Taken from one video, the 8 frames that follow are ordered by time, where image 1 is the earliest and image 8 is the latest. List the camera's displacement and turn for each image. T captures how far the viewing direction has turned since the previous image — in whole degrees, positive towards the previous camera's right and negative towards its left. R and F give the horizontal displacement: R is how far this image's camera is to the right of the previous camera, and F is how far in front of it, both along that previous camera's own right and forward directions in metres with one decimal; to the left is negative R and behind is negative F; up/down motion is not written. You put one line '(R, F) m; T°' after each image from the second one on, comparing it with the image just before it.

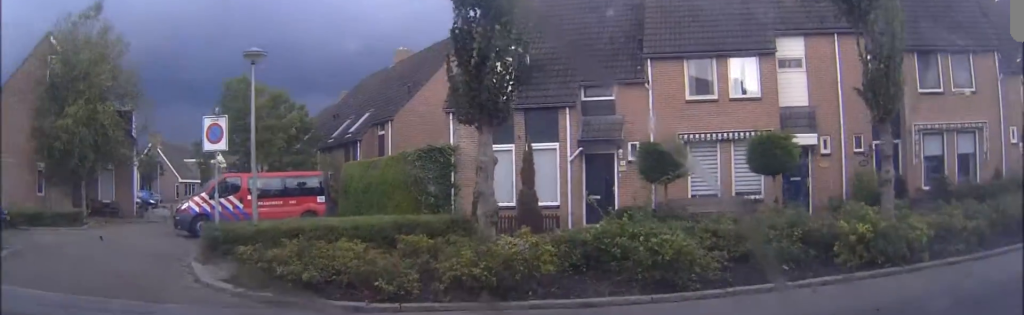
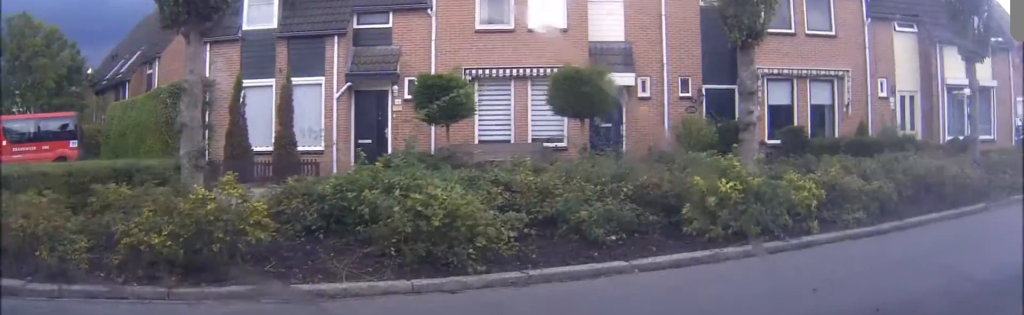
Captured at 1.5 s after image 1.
(-0.3, +3.9) m; +8°
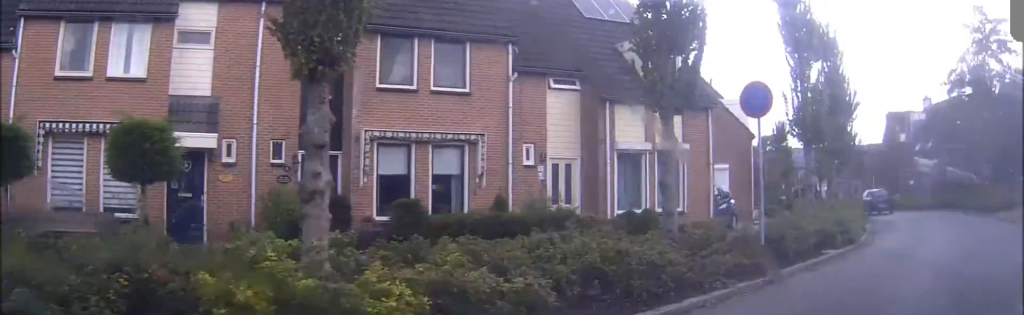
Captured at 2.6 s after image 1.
(+0.9, +2.1) m; +51°
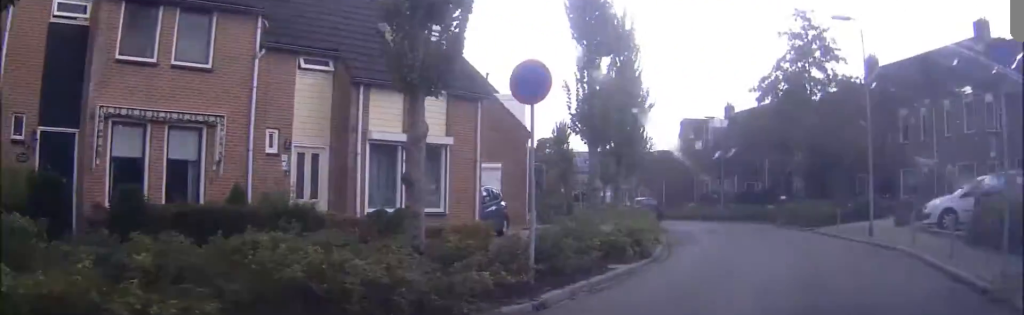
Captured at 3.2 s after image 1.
(+0.4, +1.6) m; +13°
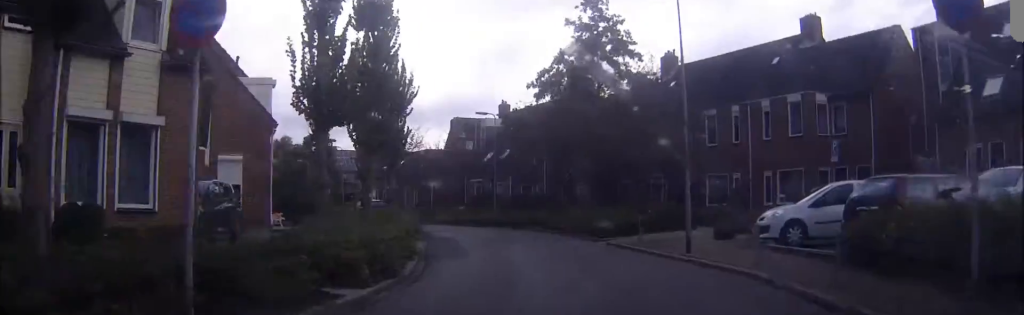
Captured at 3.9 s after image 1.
(+0.3, +2.6) m; +9°
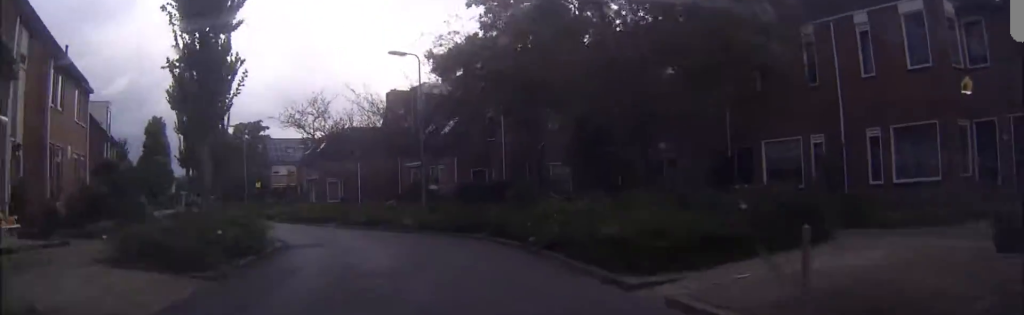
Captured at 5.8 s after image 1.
(+0.4, +11.9) m; +1°
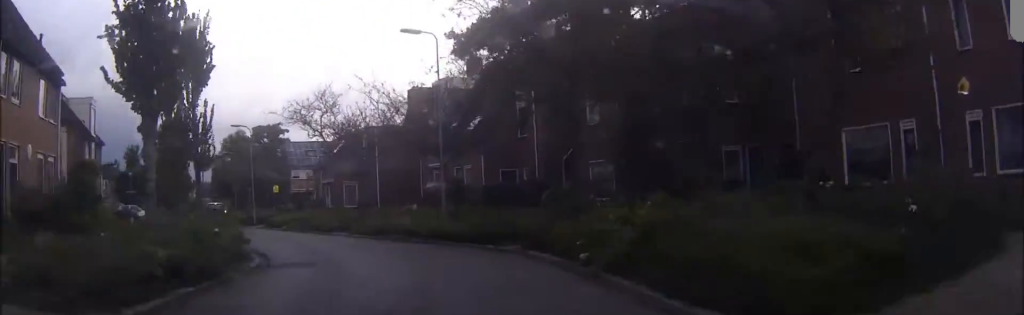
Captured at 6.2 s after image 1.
(0.0, +3.8) m; -2°
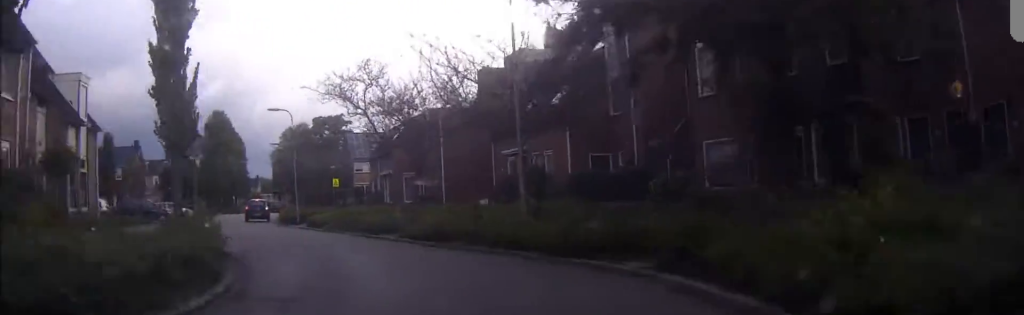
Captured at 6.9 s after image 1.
(0.0, +5.5) m; -3°
